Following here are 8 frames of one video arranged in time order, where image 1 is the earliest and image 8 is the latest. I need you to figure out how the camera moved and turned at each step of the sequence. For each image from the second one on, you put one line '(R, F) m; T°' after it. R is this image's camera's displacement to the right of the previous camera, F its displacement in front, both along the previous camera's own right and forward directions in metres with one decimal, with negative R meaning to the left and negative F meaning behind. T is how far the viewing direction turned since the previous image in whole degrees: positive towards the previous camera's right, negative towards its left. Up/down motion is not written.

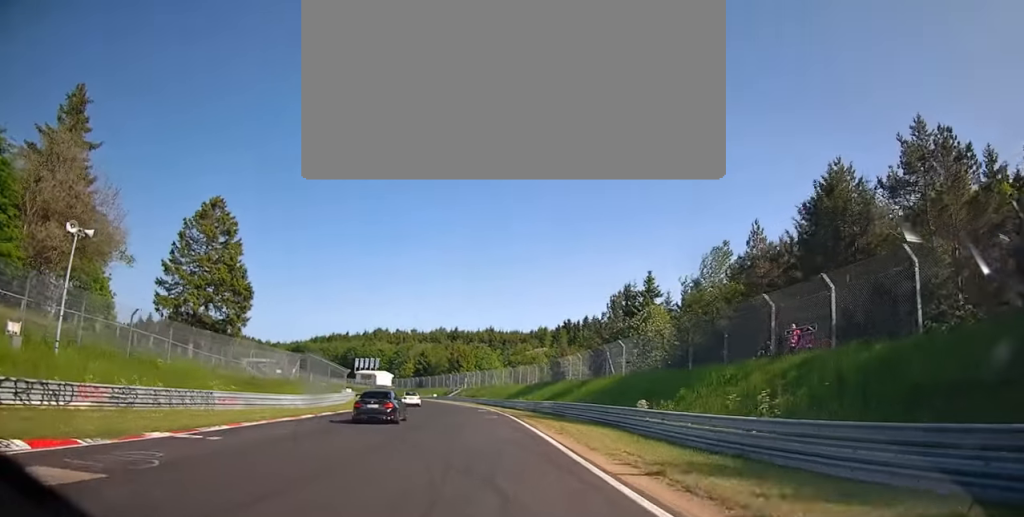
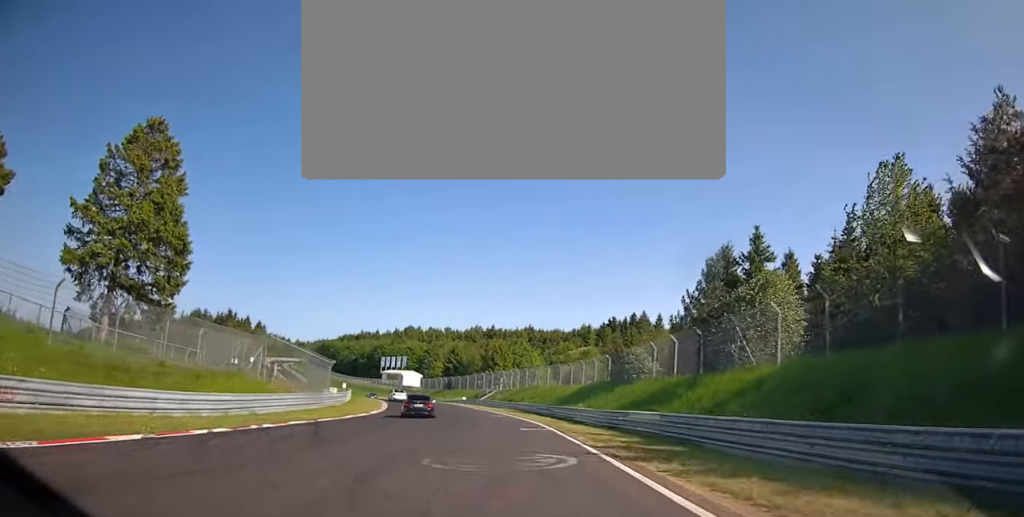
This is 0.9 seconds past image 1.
(-0.8, +20.0) m; -4°
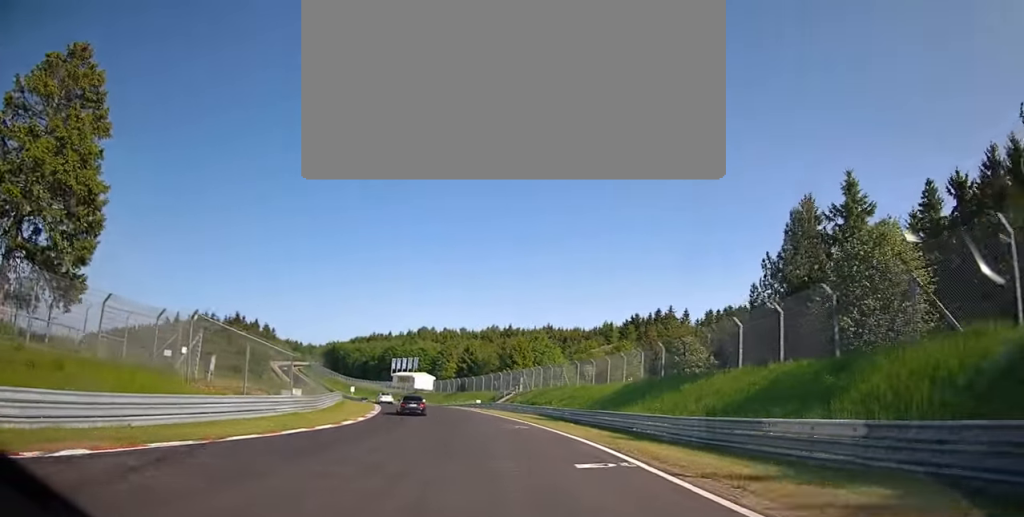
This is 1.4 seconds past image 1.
(0.0, +12.2) m; -2°
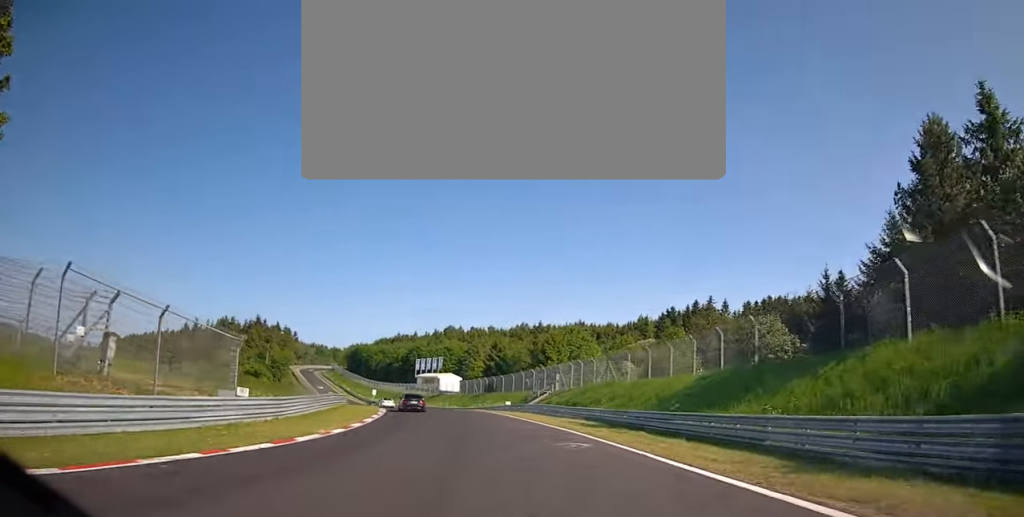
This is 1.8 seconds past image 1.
(-0.4, +11.6) m; -3°
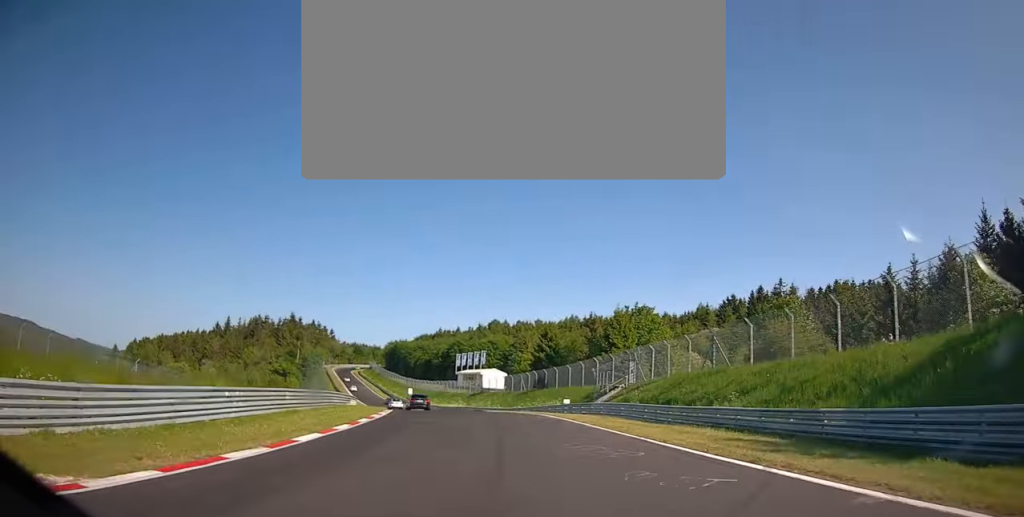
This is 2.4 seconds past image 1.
(-0.2, +16.6) m; -4°
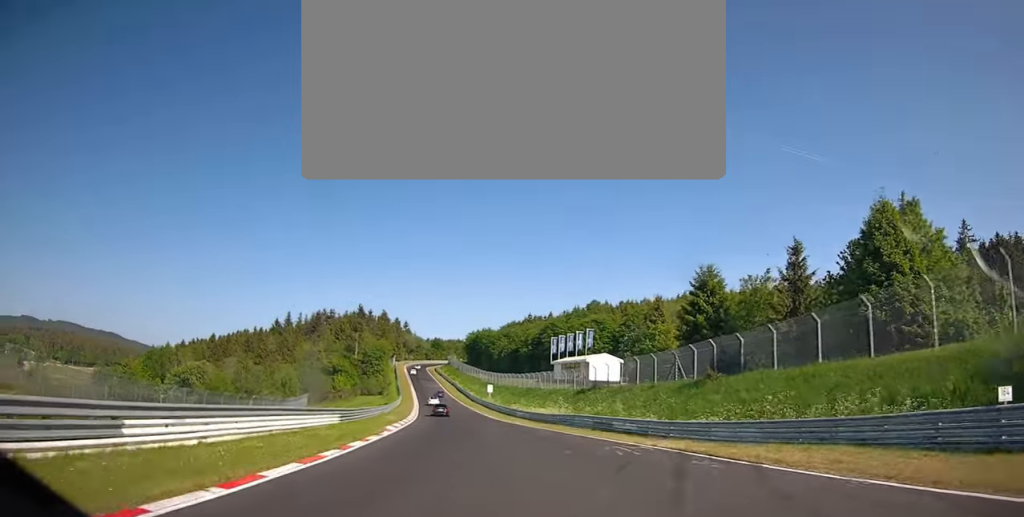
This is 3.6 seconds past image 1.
(-2.9, +39.8) m; -8°
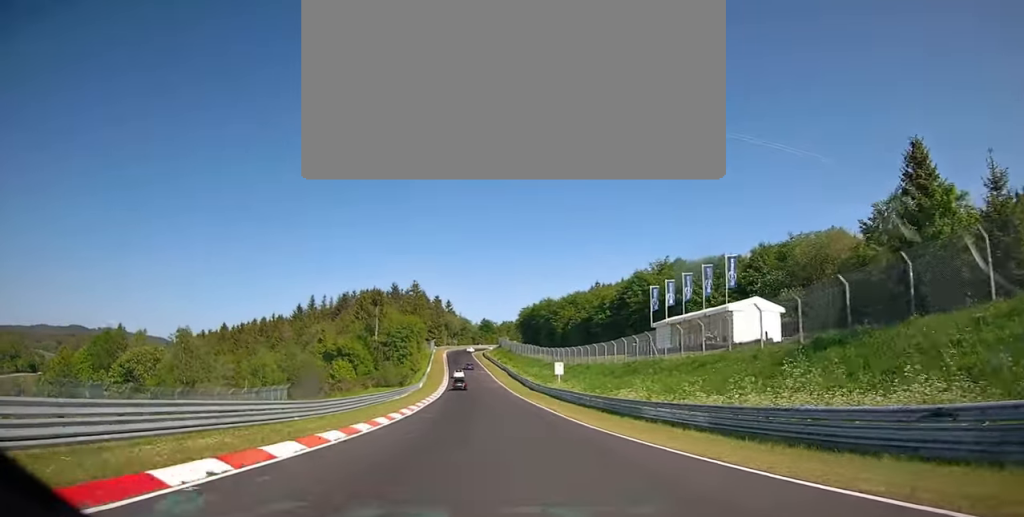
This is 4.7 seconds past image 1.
(-2.5, +42.9) m; -6°
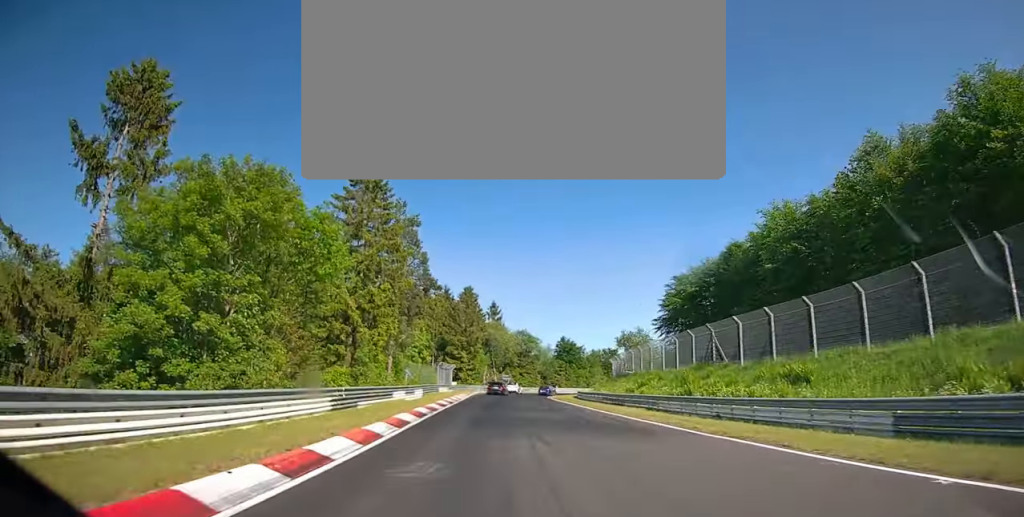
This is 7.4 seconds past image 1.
(-6.1, +110.6) m; -4°
